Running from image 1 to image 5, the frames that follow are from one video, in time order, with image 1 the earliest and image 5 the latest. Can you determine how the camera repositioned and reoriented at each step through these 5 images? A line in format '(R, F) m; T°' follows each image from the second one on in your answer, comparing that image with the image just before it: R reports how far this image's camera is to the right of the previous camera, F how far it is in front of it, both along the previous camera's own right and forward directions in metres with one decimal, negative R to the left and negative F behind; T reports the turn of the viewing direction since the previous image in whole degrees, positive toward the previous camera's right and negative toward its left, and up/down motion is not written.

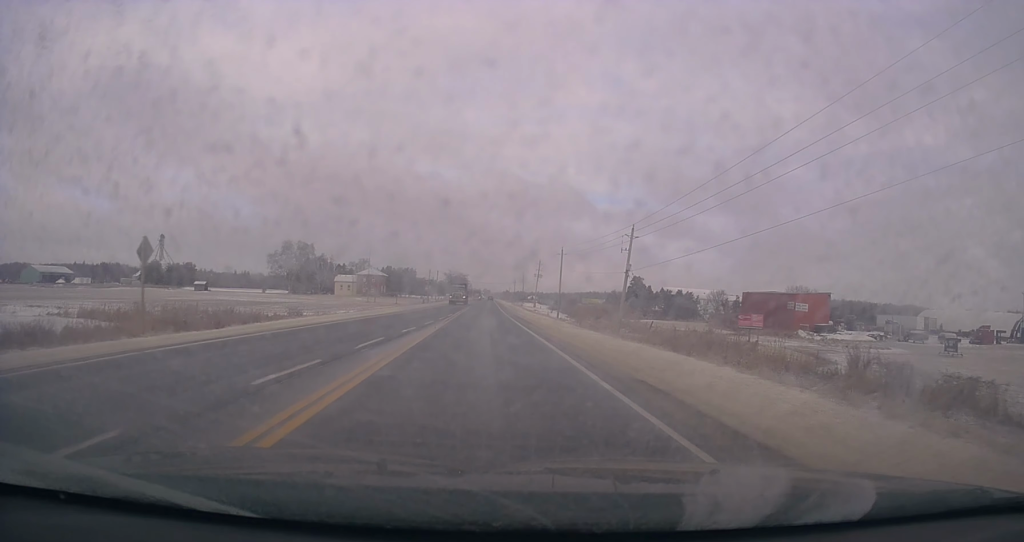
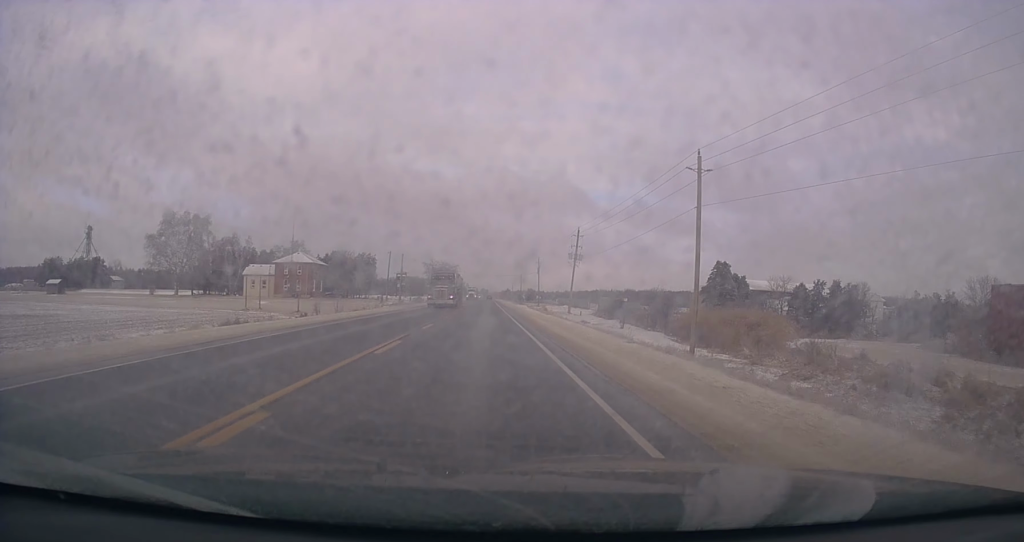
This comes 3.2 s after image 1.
(+1.3, +70.7) m; +2°
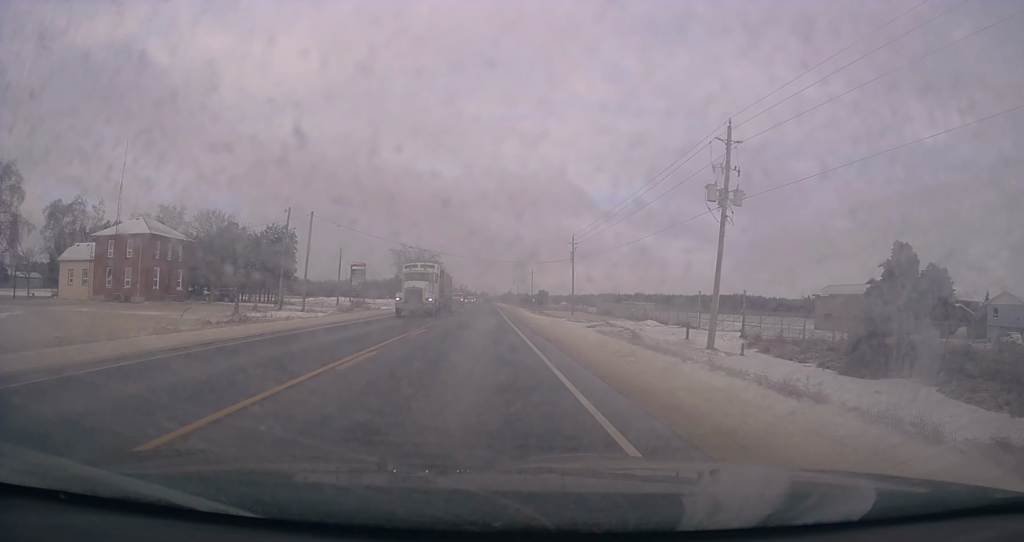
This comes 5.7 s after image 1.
(-1.5, +56.3) m; -2°
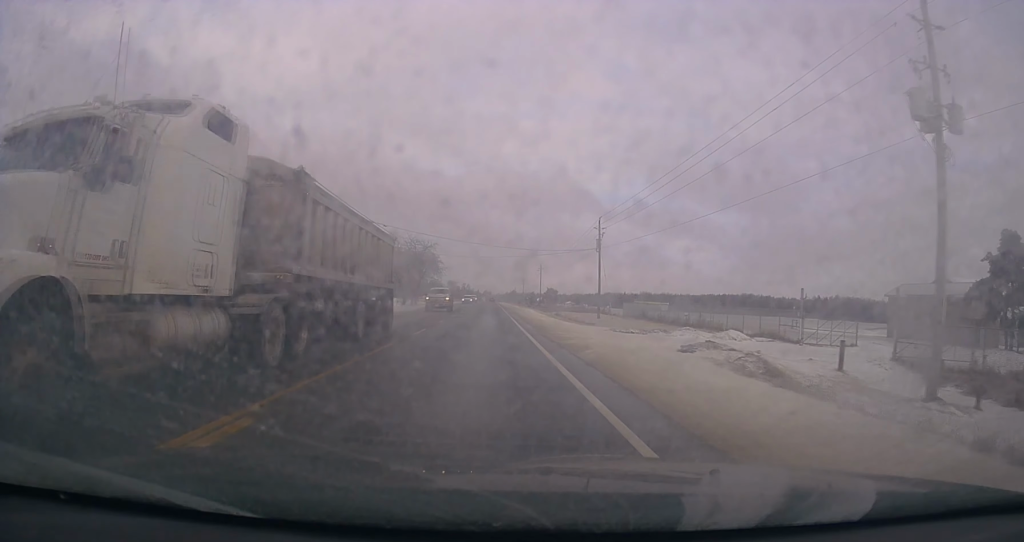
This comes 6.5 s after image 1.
(+0.2, +17.3) m; +1°
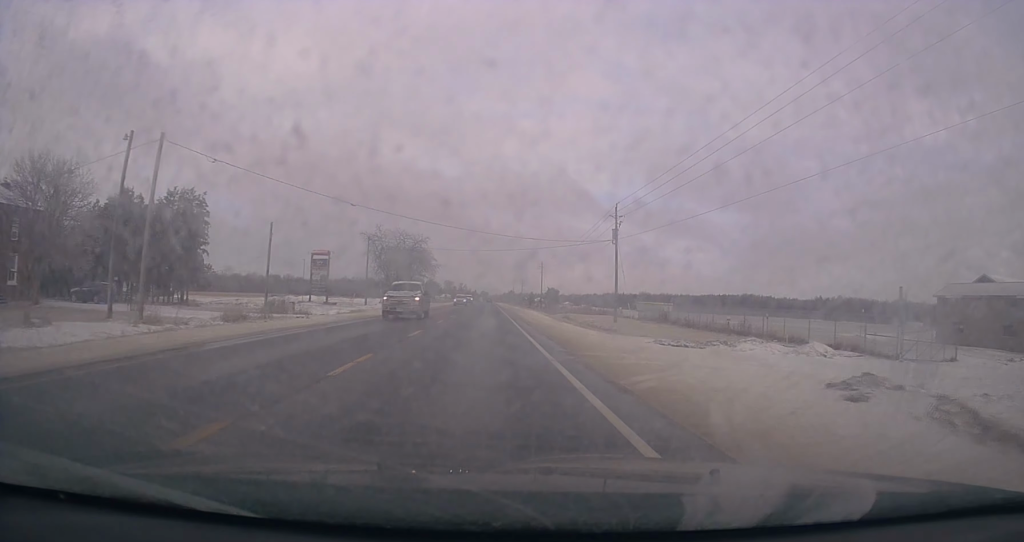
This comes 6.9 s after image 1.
(+0.1, +9.3) m; 0°
